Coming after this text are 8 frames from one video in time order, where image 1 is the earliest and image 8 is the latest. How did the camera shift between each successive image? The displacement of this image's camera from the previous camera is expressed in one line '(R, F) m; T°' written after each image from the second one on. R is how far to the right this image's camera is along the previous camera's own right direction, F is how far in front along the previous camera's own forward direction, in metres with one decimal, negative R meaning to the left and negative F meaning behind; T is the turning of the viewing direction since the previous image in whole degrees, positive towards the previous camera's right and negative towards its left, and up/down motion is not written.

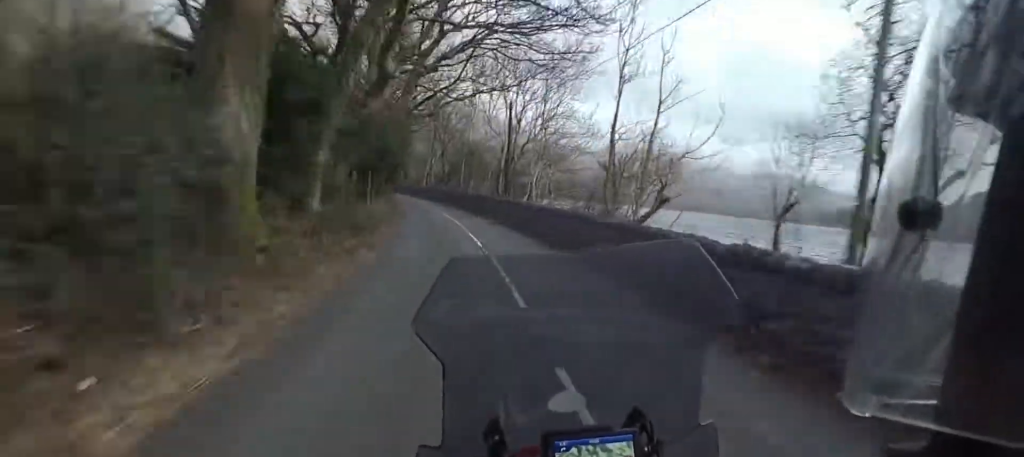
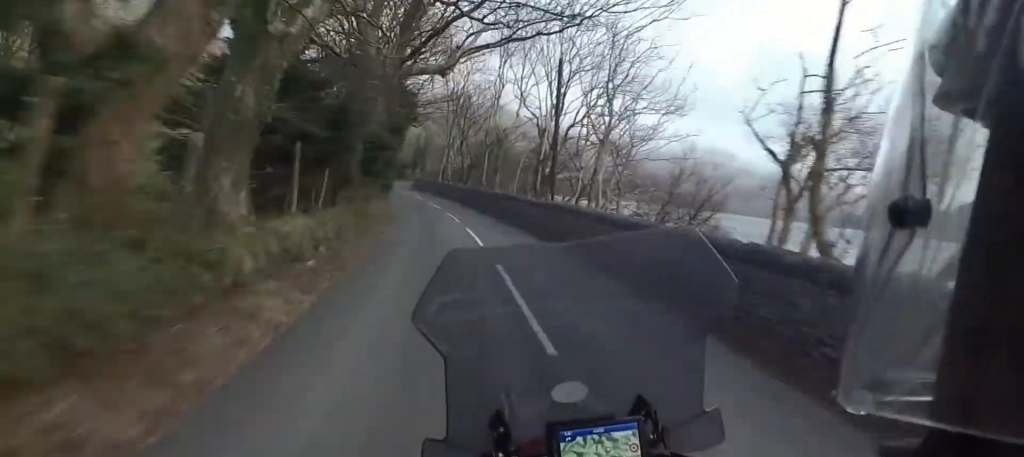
(-0.7, +11.5) m; -3°
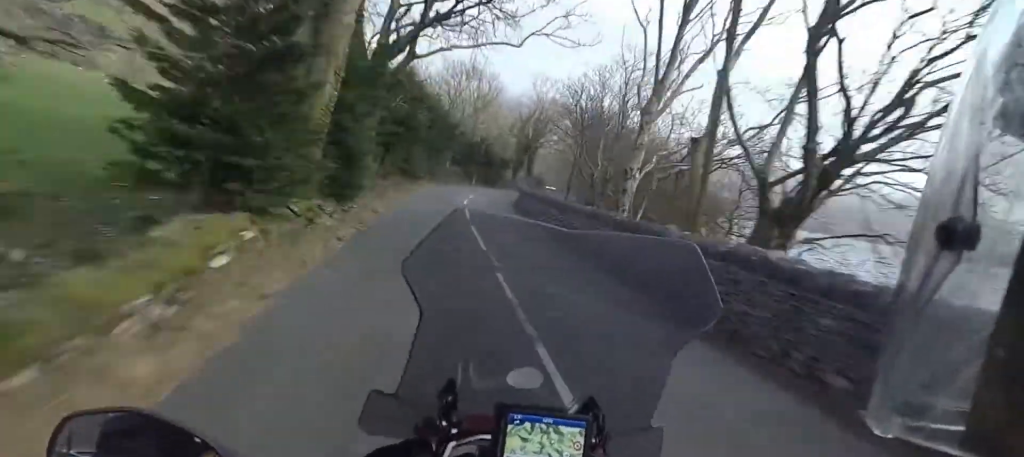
(-2.6, +45.1) m; -6°
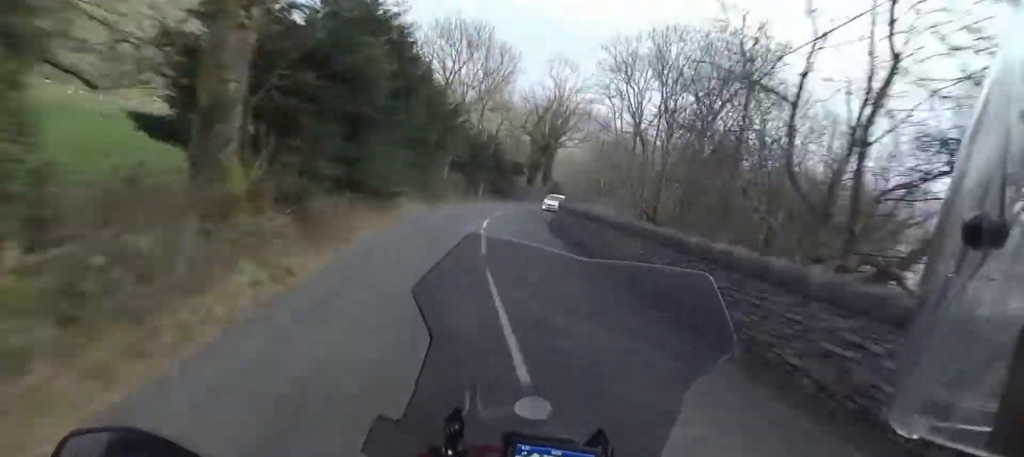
(-0.5, +16.0) m; -2°
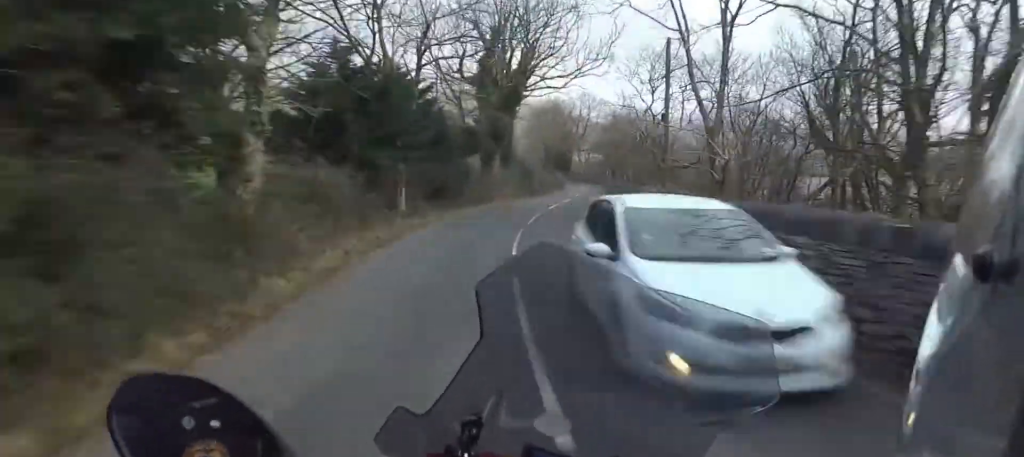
(+0.6, +27.5) m; +7°
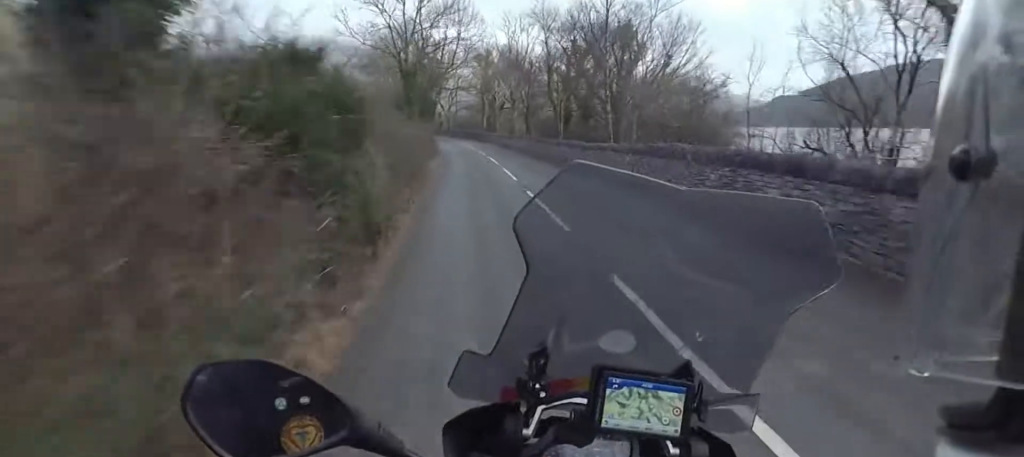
(+5.9, +39.6) m; +14°
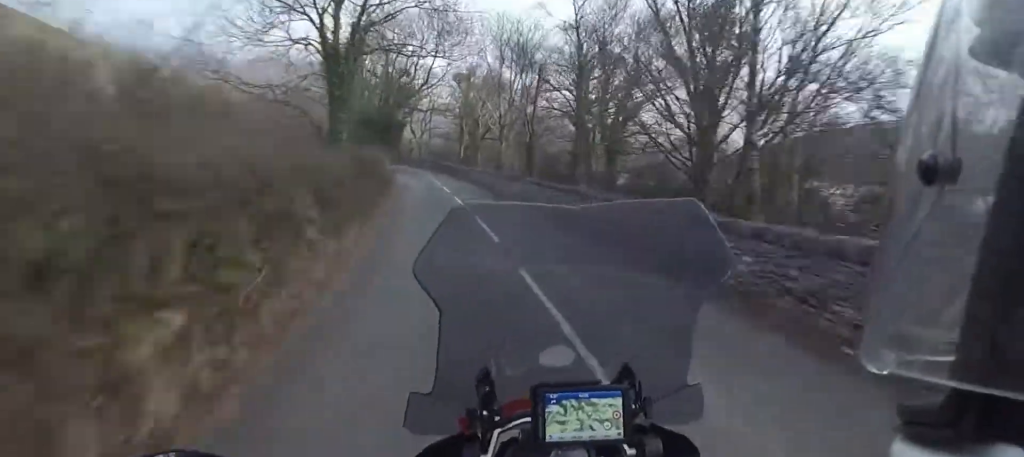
(+0.5, +15.2) m; +2°
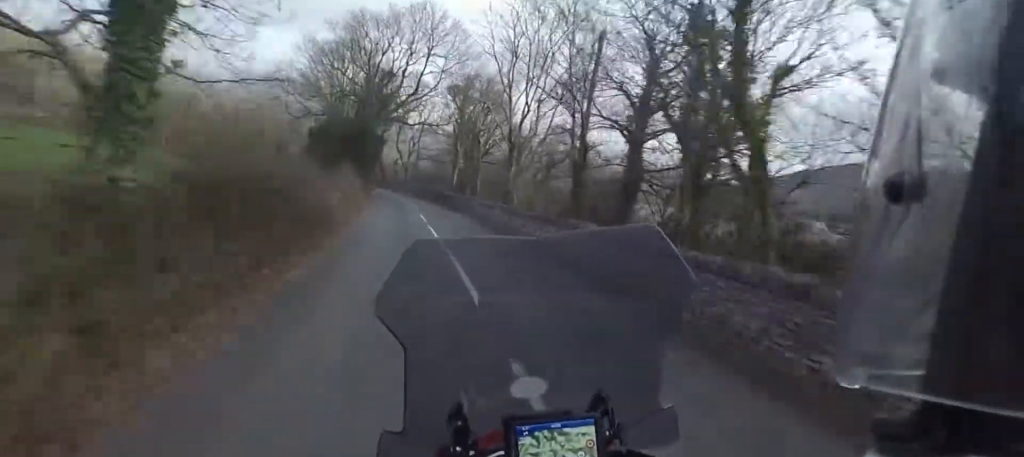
(0.0, +12.1) m; -1°
